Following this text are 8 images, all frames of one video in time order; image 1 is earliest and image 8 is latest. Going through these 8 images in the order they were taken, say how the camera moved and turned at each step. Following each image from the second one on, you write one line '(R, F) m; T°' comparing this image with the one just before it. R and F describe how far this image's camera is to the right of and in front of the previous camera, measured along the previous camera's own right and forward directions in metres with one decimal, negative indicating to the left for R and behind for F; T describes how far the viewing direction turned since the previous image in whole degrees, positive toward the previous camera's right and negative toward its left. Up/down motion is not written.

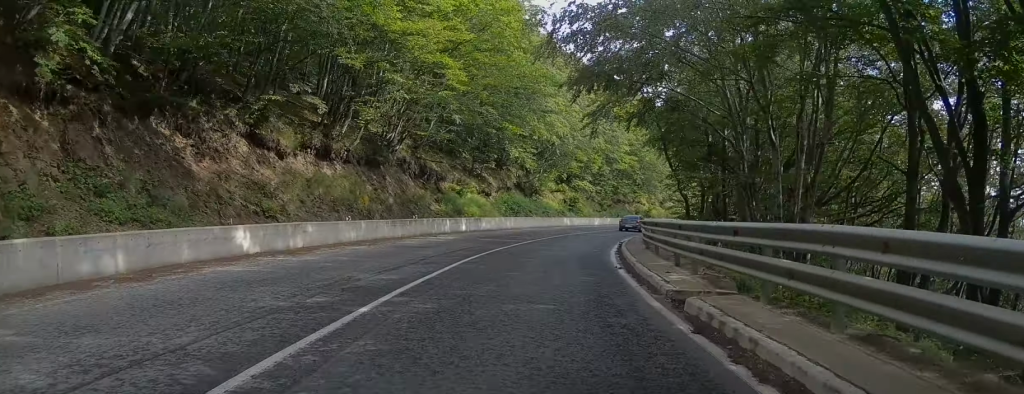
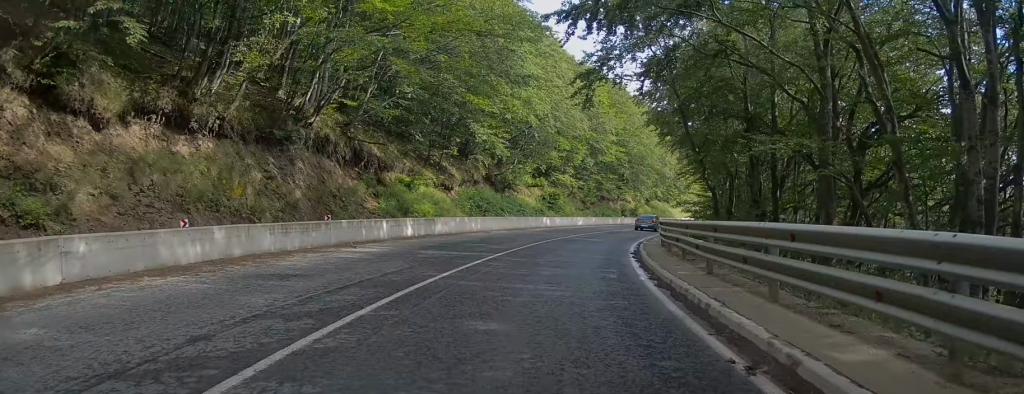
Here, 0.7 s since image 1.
(+0.2, +9.7) m; +2°
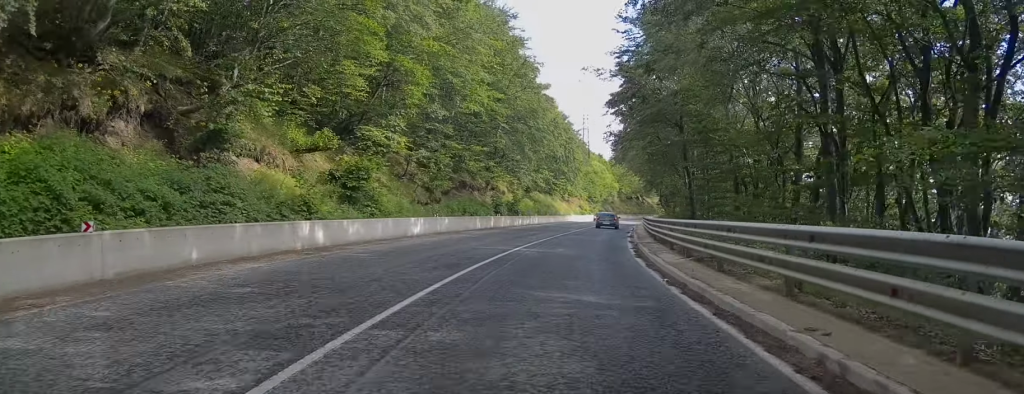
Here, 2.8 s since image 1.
(+2.1, +31.0) m; +9°
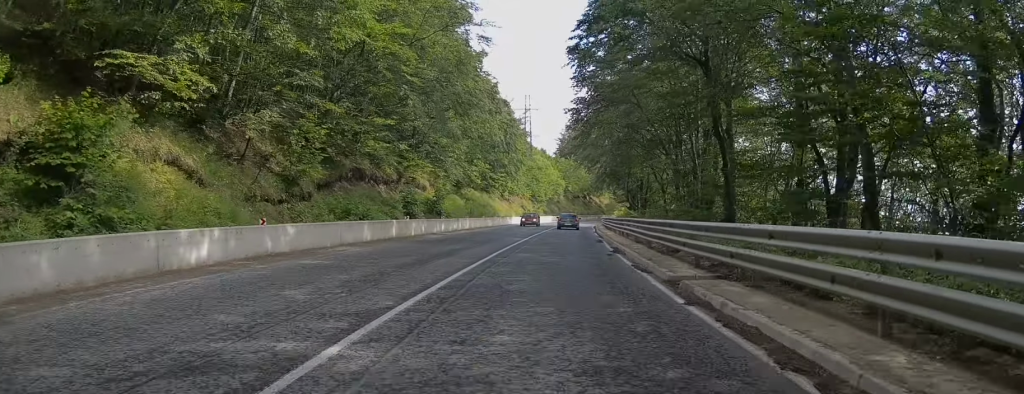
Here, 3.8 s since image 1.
(+0.6, +14.7) m; +4°
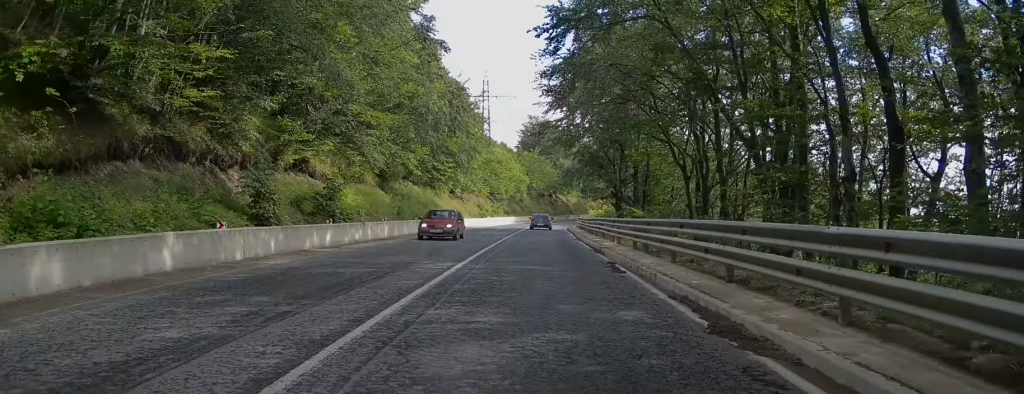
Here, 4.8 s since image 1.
(+0.5, +15.5) m; +2°
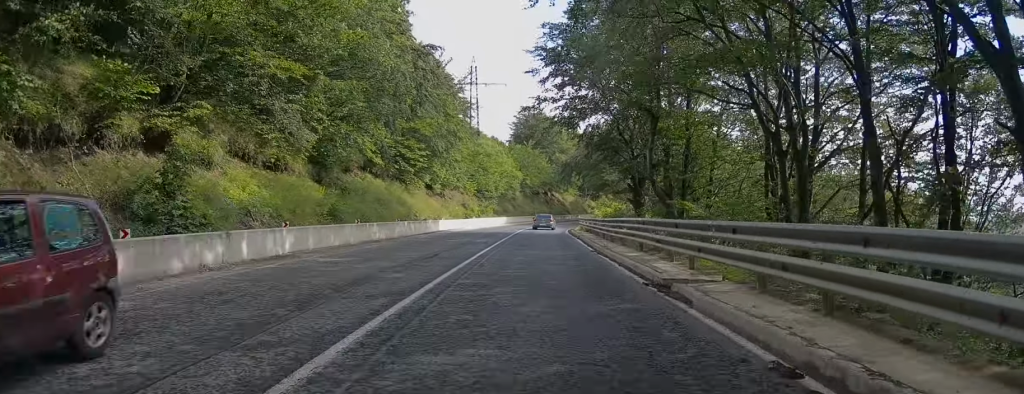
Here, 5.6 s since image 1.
(0.0, +11.7) m; 0°
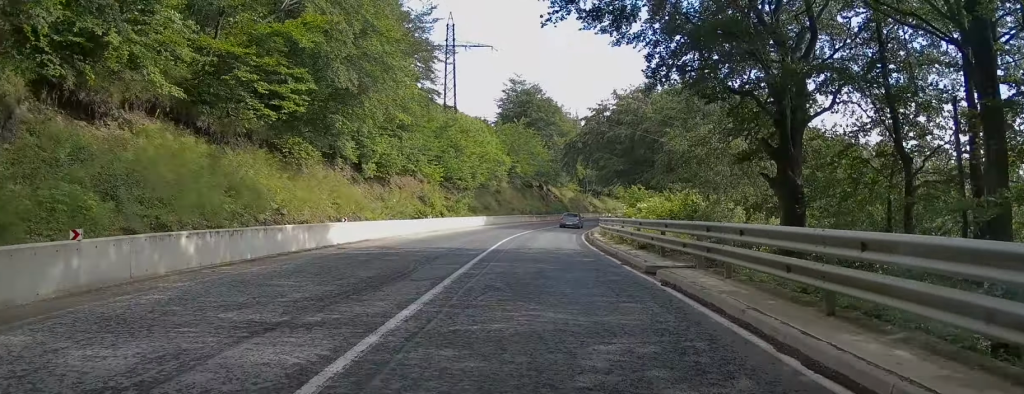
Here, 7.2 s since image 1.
(+0.2, +23.9) m; +2°
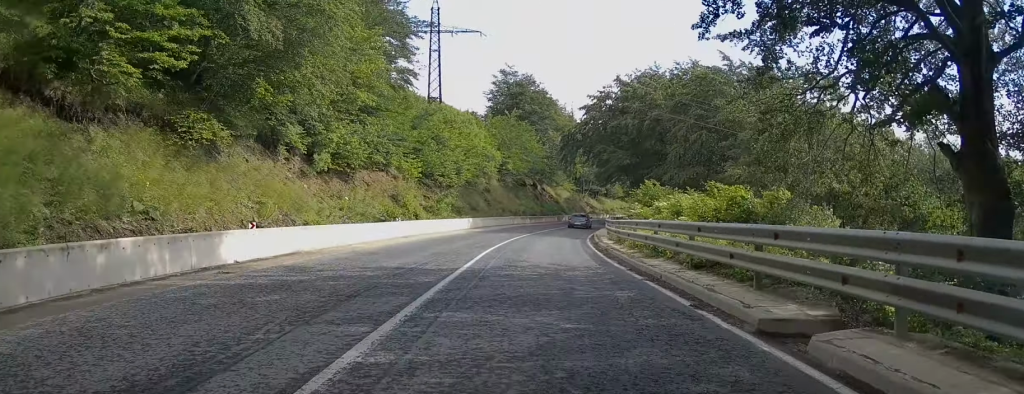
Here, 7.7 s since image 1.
(+0.1, +7.6) m; +1°
